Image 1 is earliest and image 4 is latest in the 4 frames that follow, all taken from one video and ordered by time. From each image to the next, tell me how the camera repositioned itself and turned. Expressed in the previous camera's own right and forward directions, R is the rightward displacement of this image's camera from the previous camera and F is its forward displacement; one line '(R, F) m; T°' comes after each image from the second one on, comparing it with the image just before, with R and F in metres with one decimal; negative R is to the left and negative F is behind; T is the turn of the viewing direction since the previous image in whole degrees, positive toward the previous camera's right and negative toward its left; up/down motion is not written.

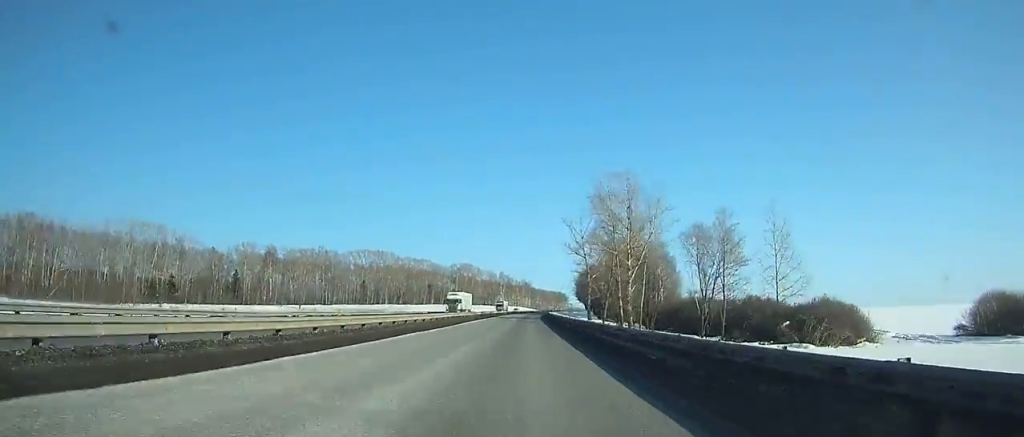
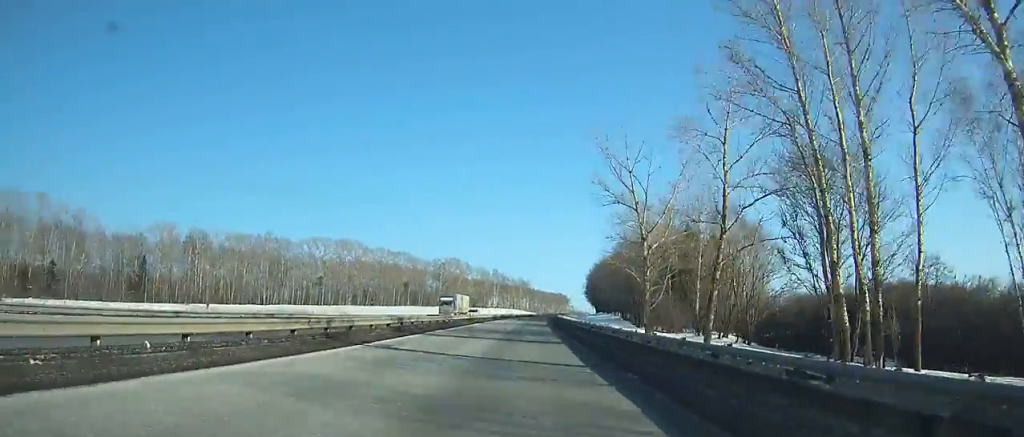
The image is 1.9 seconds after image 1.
(+0.2, +52.2) m; +1°
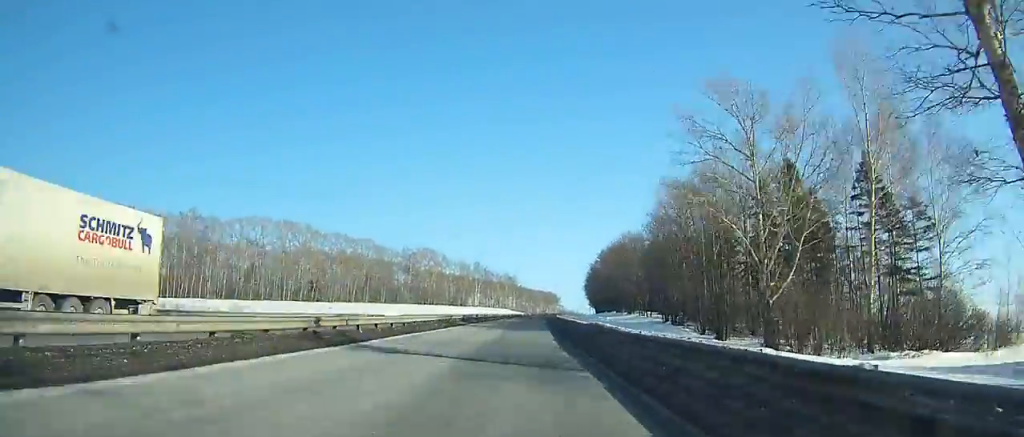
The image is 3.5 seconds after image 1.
(-0.3, +43.6) m; +1°
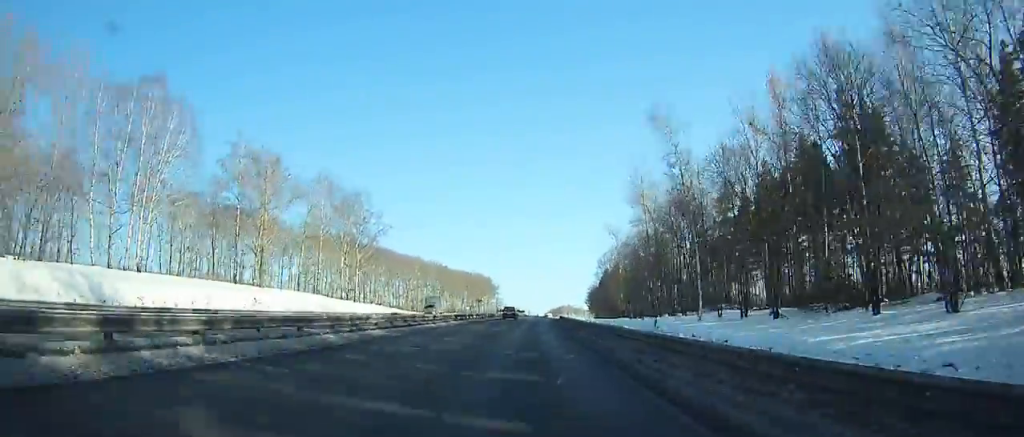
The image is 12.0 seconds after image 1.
(+10.9, +225.7) m; +6°
